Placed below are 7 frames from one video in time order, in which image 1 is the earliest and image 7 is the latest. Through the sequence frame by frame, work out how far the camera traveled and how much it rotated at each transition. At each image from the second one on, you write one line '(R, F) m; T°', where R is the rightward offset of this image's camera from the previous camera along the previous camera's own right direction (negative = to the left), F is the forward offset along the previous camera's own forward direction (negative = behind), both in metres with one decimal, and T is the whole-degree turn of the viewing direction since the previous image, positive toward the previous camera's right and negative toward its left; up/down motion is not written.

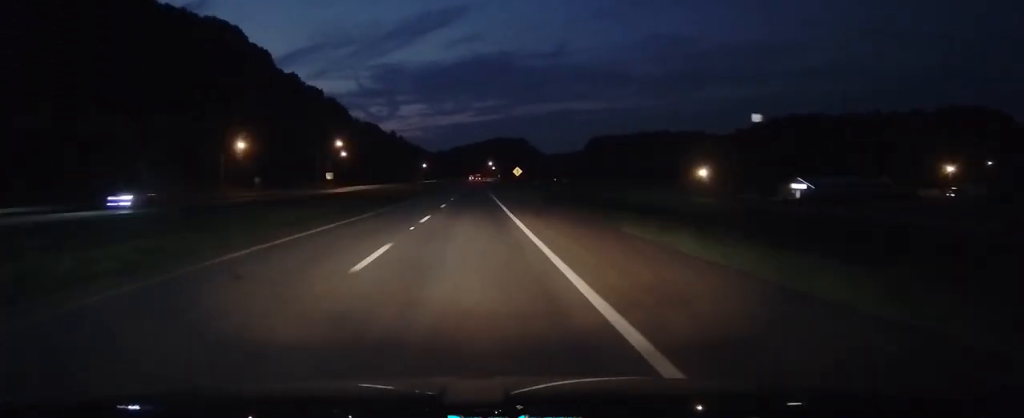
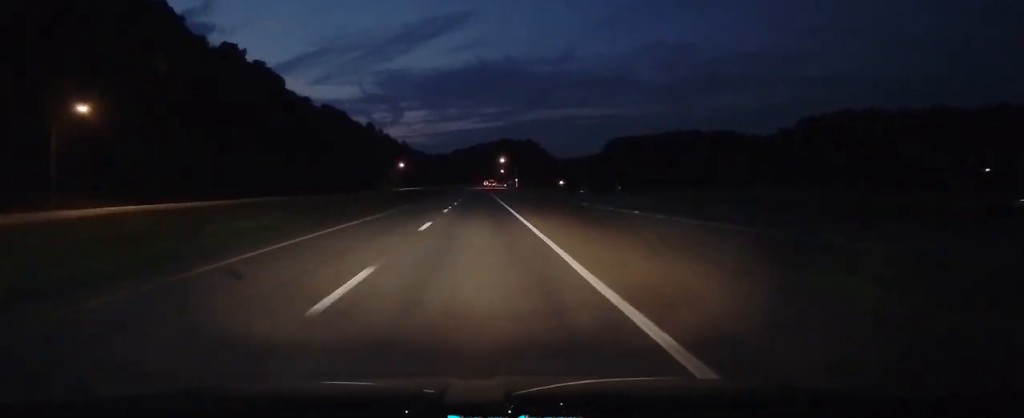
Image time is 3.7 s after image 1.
(-0.5, +125.1) m; 0°
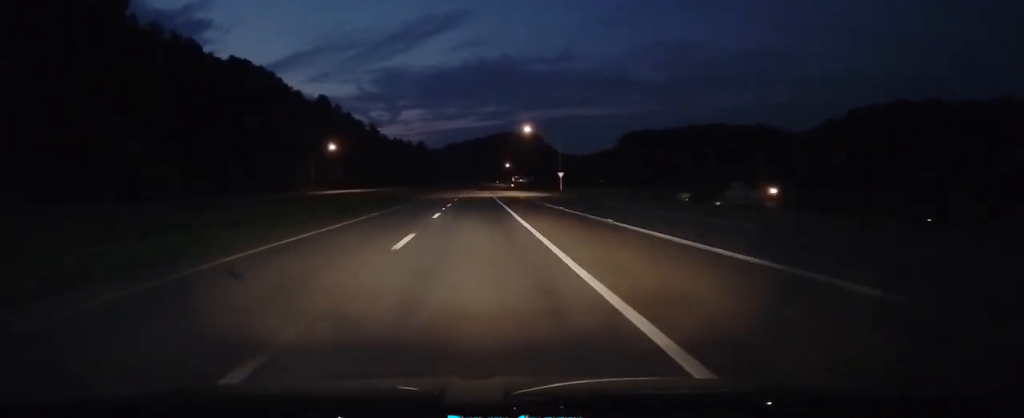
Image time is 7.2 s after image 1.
(+0.2, +115.6) m; +1°
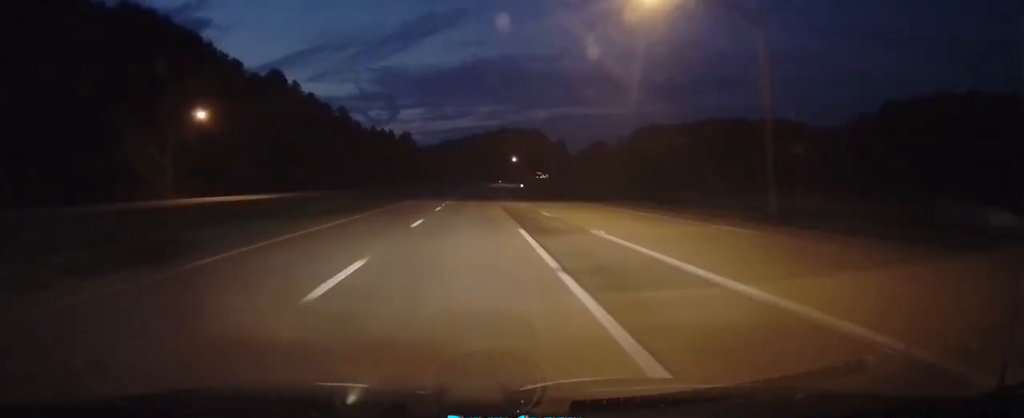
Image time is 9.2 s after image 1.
(+0.2, +66.4) m; +1°
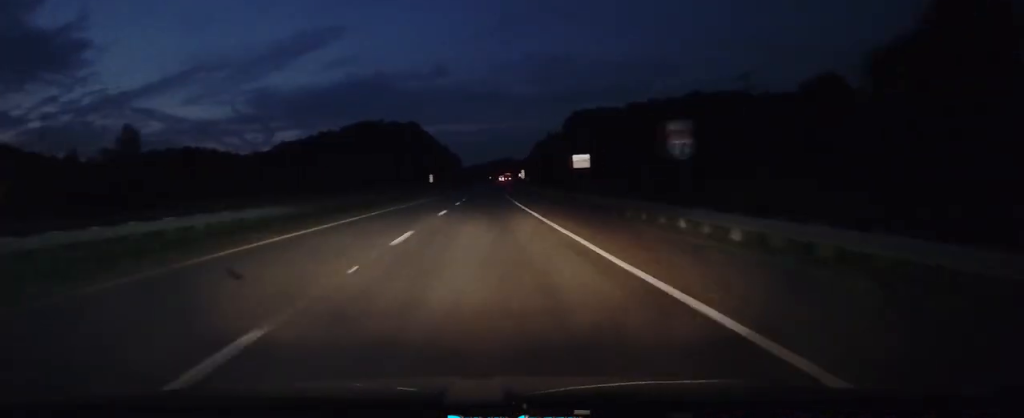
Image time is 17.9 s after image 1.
(+28.2, +285.7) m; +12°
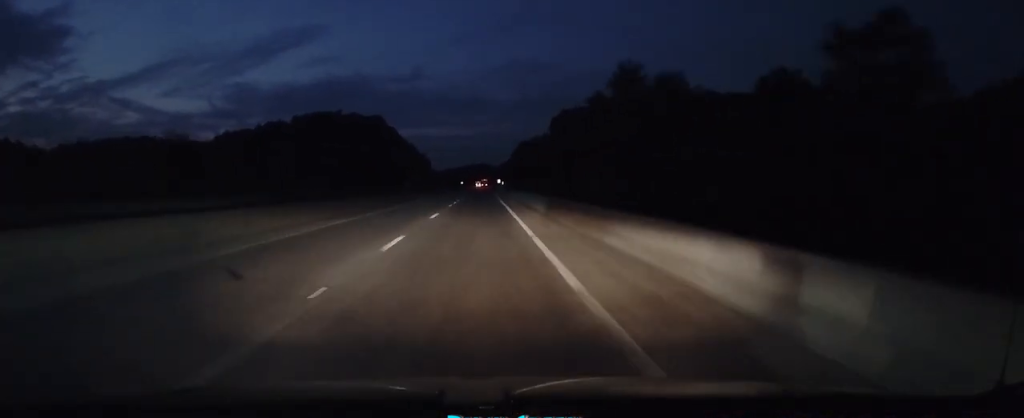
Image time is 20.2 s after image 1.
(+2.4, +76.0) m; +2°
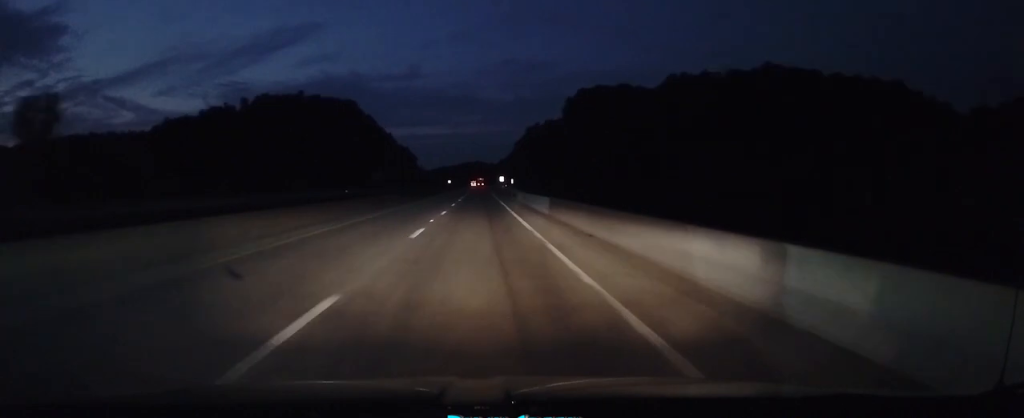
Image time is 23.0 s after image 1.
(+1.0, +95.0) m; +1°
